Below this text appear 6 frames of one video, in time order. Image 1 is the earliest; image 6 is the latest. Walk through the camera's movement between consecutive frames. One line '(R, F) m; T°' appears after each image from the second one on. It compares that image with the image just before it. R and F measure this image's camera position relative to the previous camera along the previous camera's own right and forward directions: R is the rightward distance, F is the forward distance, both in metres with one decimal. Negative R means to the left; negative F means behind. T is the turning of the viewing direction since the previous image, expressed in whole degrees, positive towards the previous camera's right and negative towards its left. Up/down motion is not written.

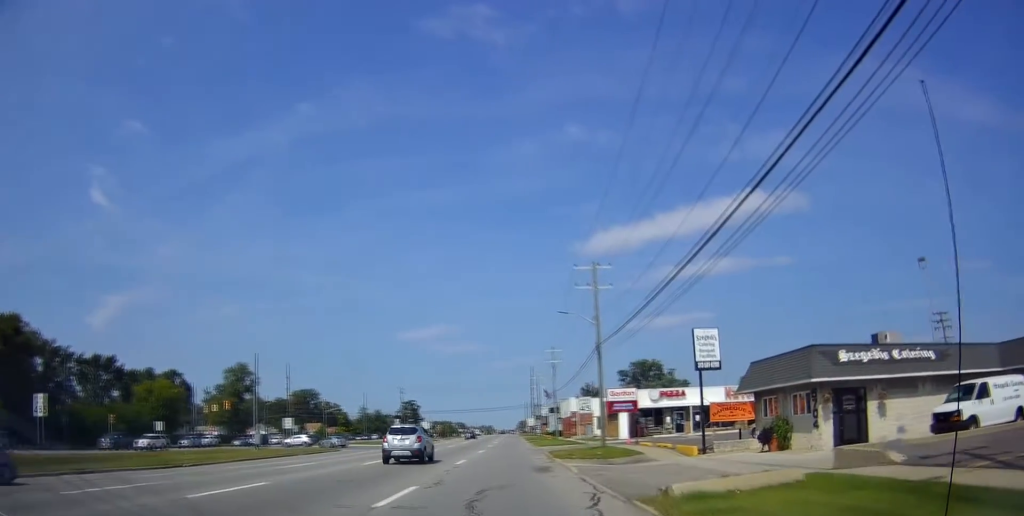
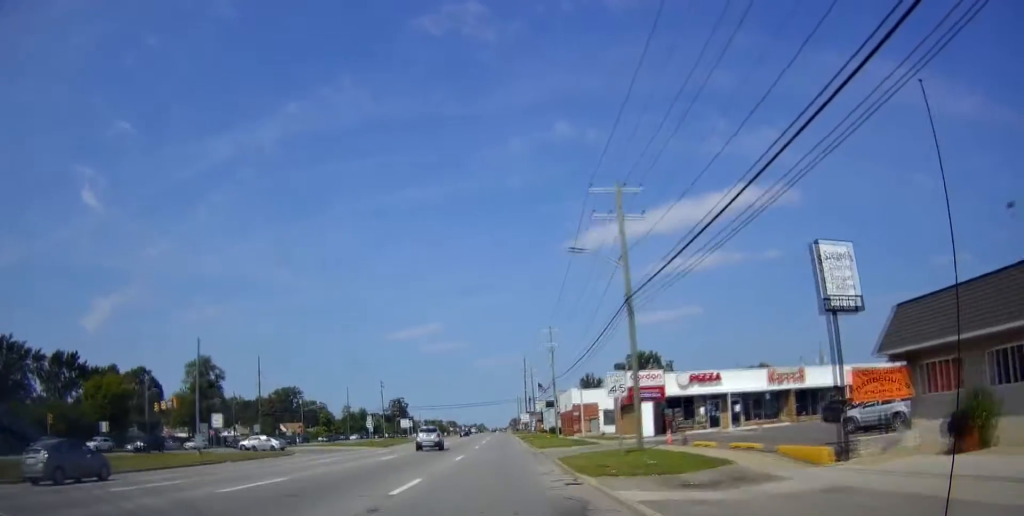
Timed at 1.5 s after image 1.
(-0.2, +9.1) m; +1°
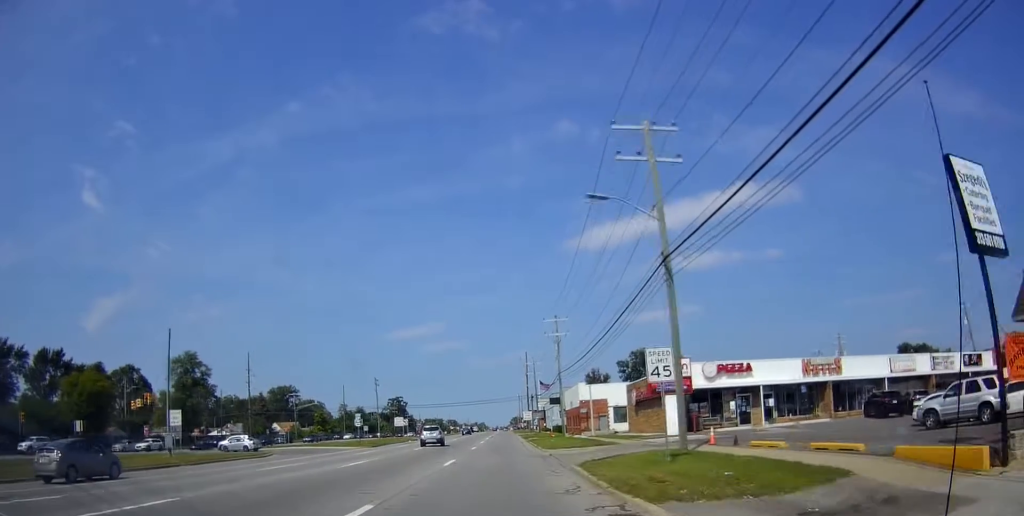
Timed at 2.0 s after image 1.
(0.0, +4.5) m; +2°
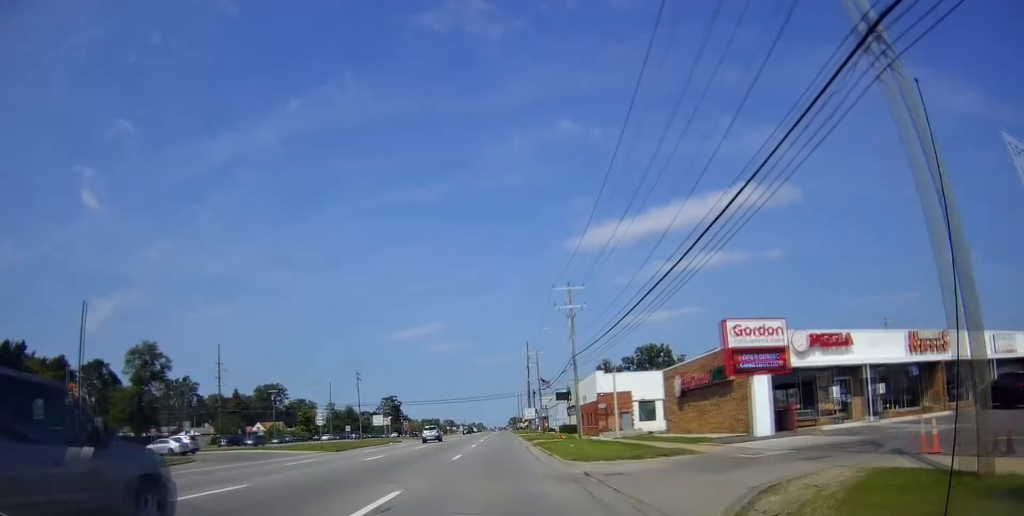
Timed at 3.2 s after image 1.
(+0.7, +11.3) m; +3°
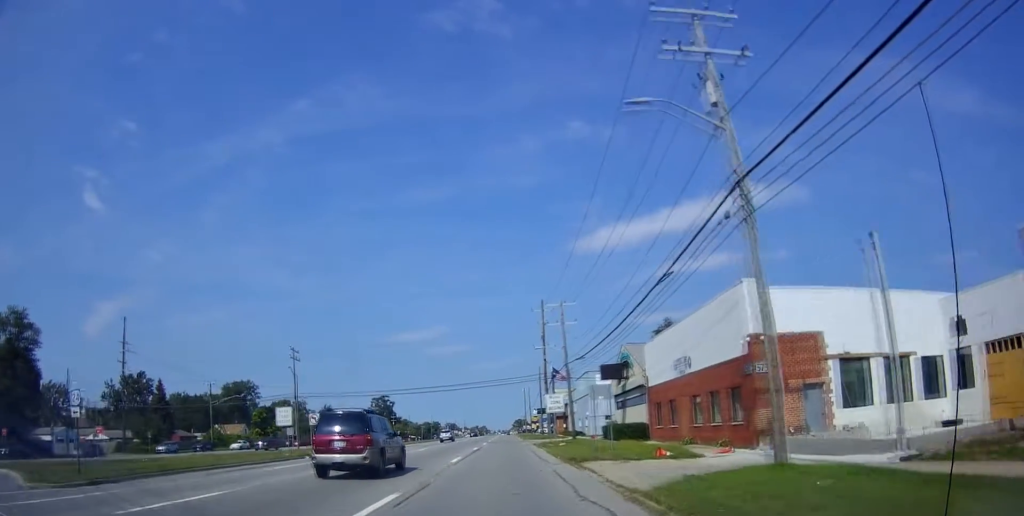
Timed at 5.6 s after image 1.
(-0.3, +31.2) m; +1°
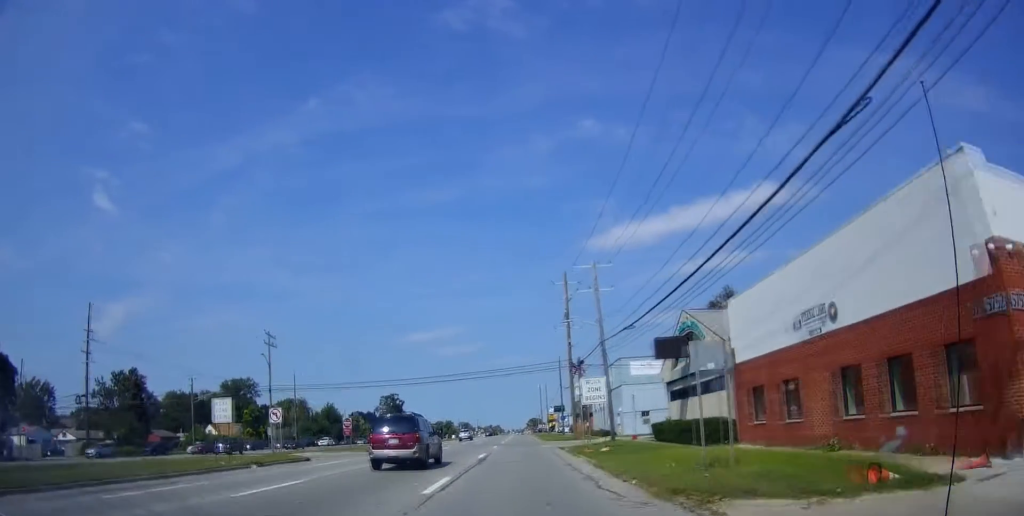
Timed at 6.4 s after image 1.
(+0.1, +12.0) m; -1°
